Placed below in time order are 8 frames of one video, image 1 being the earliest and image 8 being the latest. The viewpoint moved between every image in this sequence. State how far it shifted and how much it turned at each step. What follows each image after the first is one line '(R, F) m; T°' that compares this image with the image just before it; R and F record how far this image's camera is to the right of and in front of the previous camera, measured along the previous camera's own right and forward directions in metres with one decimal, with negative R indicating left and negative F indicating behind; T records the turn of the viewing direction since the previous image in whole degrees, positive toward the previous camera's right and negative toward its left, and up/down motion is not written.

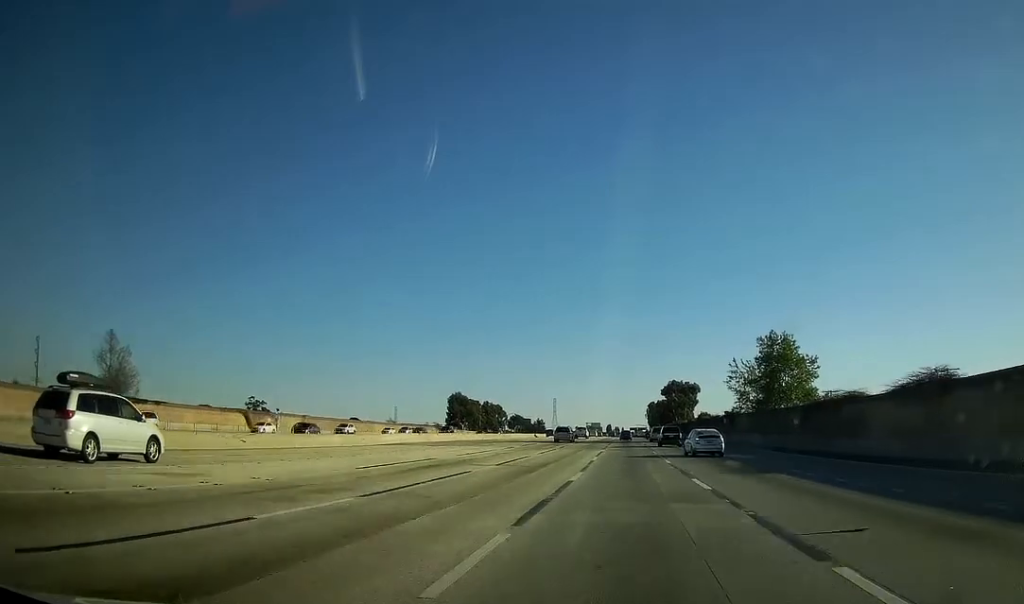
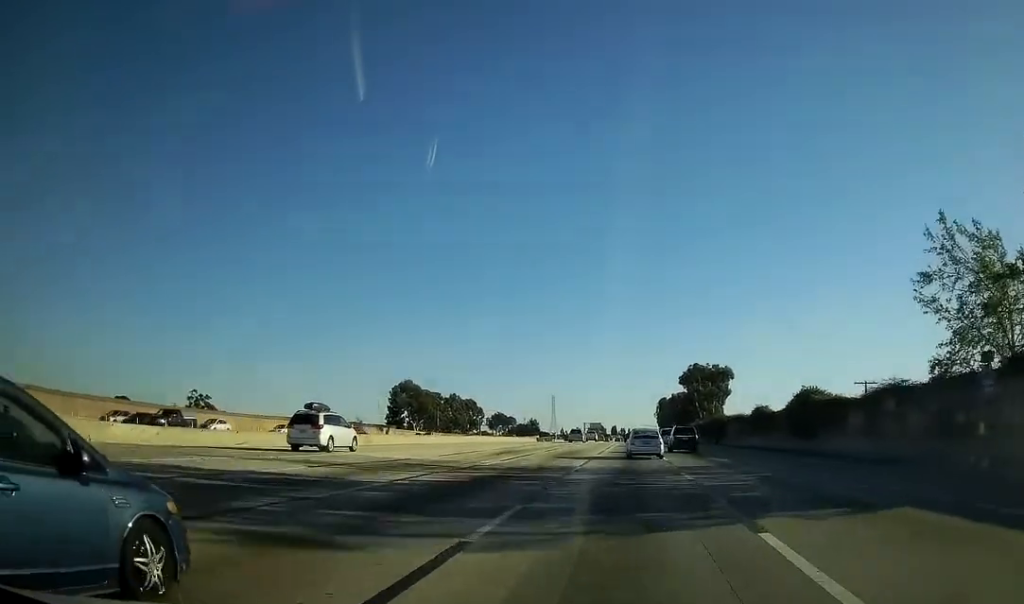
(-0.8, +70.3) m; 0°
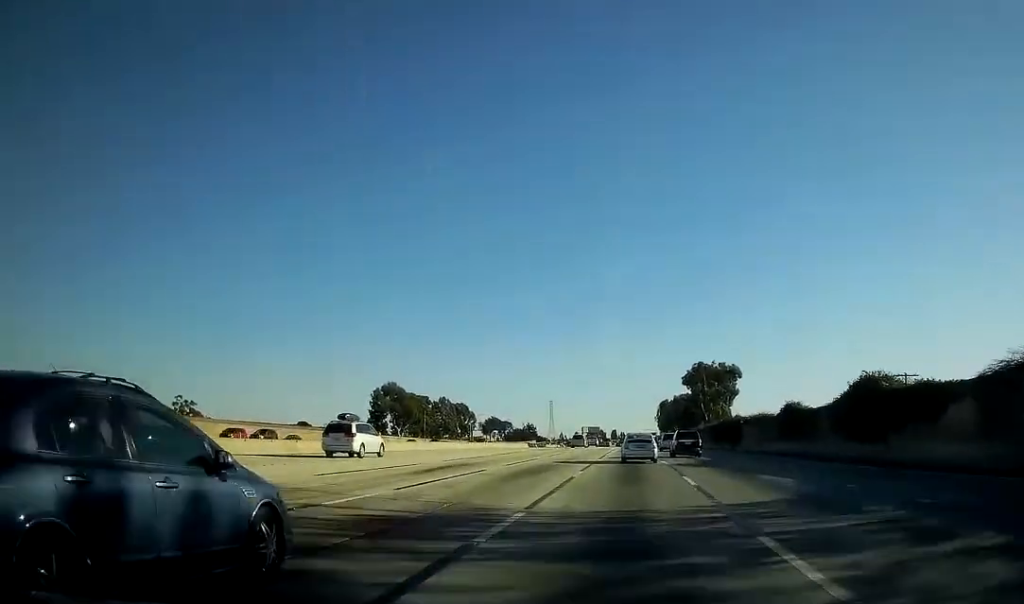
(+0.4, +15.1) m; 0°
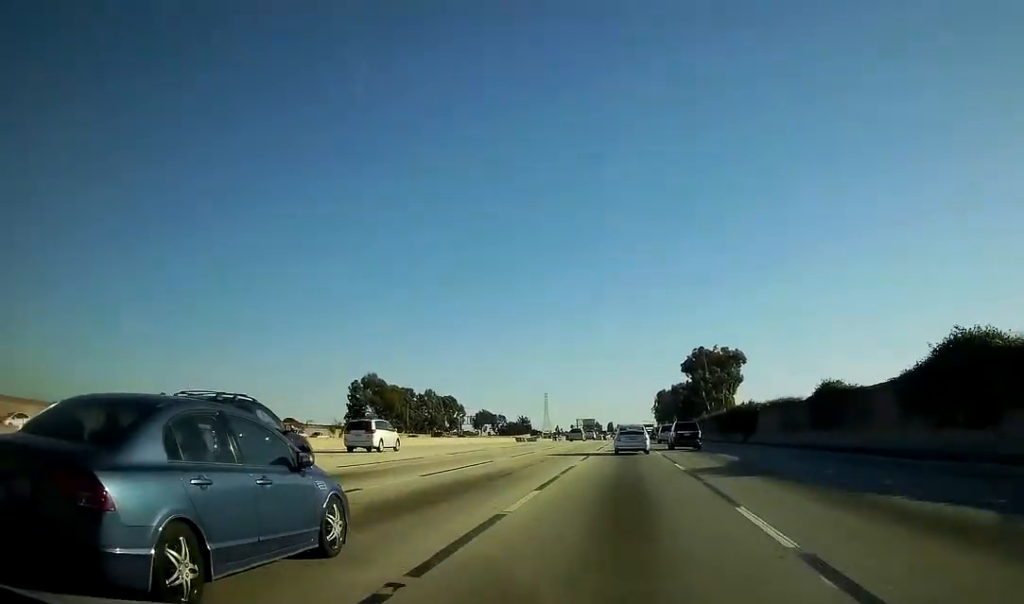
(-0.4, +12.3) m; -1°
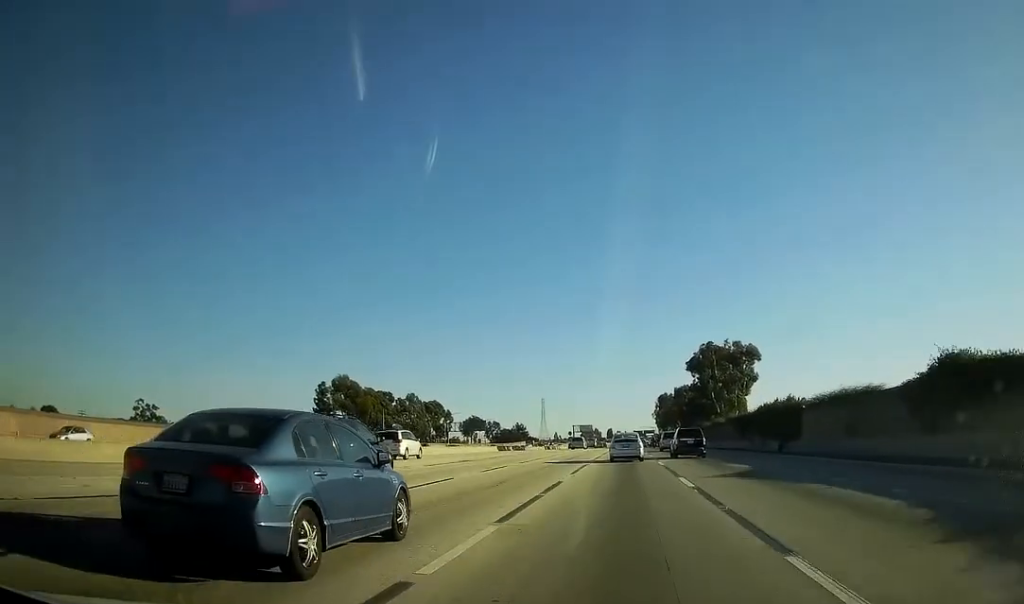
(-0.3, +19.2) m; -1°
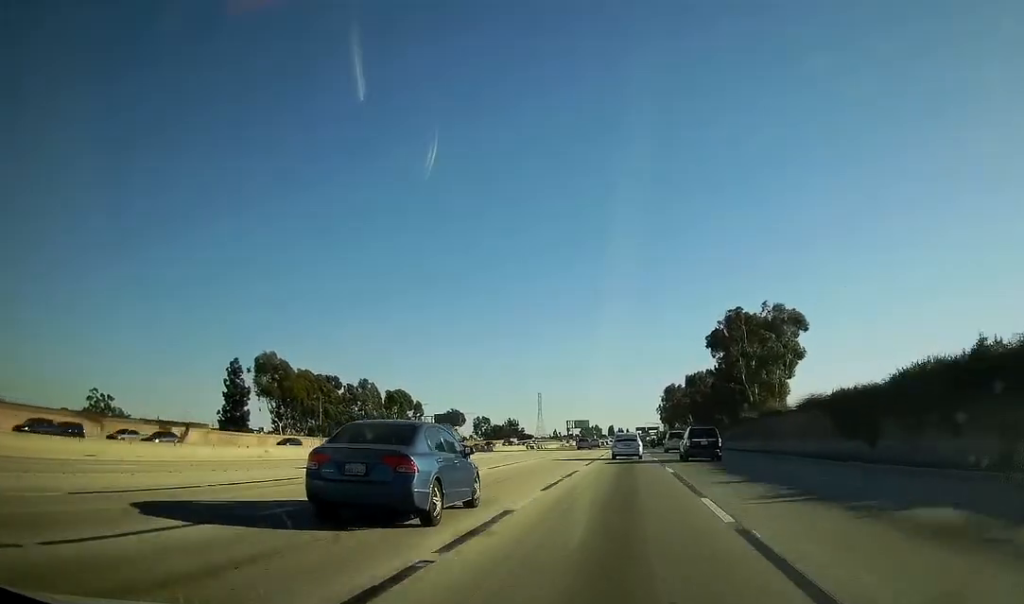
(0.0, +37.1) m; 0°
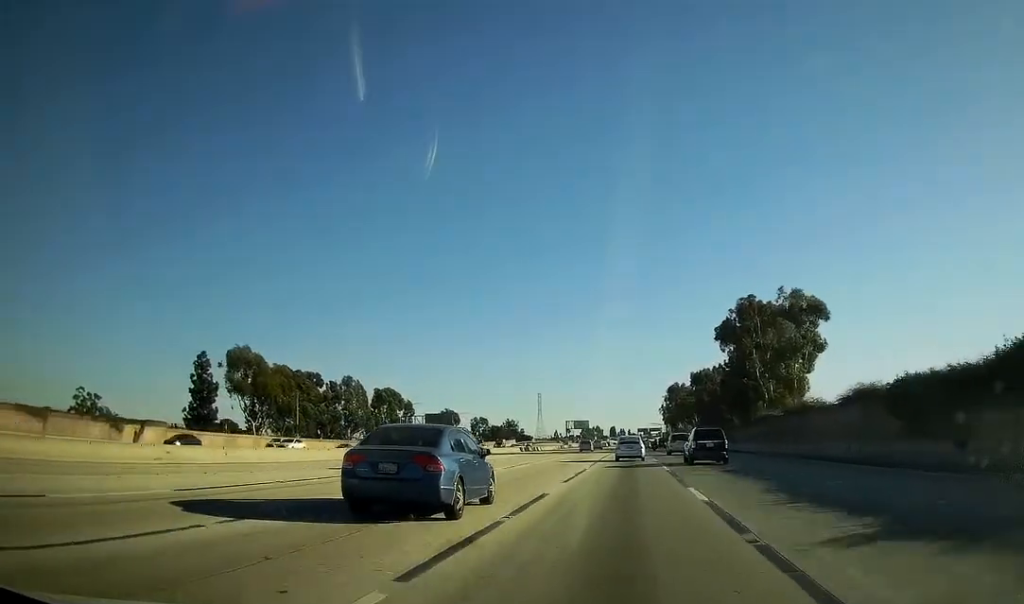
(0.0, +11.1) m; 0°
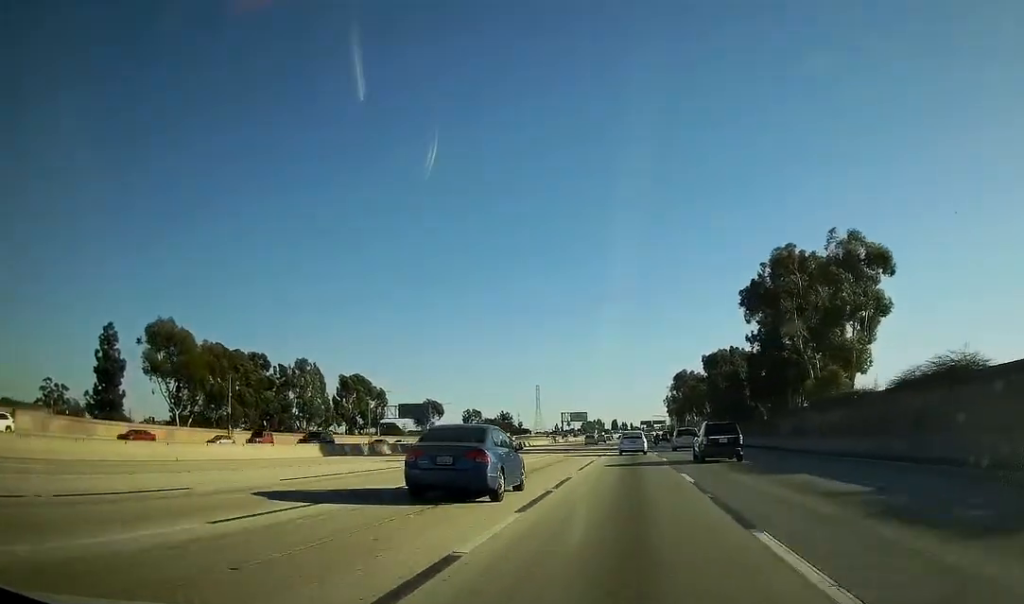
(0.0, +23.8) m; 0°
